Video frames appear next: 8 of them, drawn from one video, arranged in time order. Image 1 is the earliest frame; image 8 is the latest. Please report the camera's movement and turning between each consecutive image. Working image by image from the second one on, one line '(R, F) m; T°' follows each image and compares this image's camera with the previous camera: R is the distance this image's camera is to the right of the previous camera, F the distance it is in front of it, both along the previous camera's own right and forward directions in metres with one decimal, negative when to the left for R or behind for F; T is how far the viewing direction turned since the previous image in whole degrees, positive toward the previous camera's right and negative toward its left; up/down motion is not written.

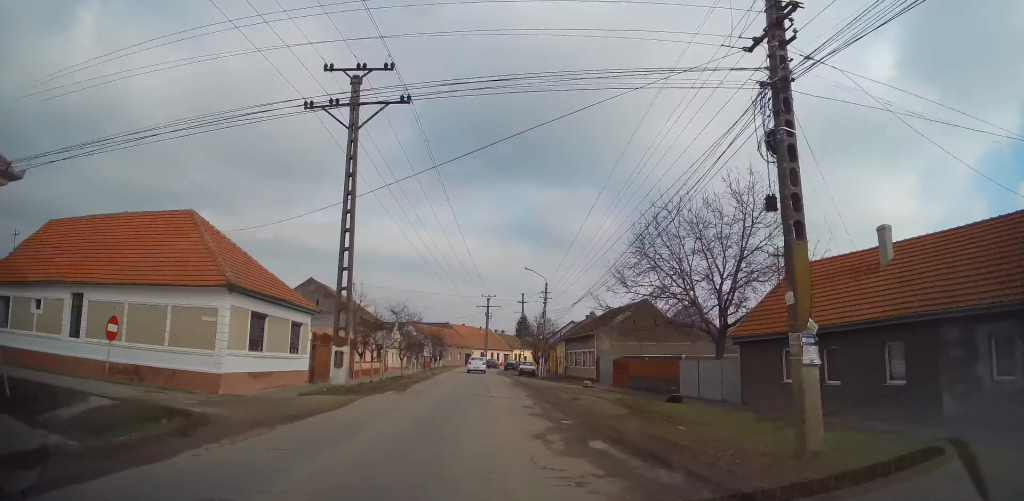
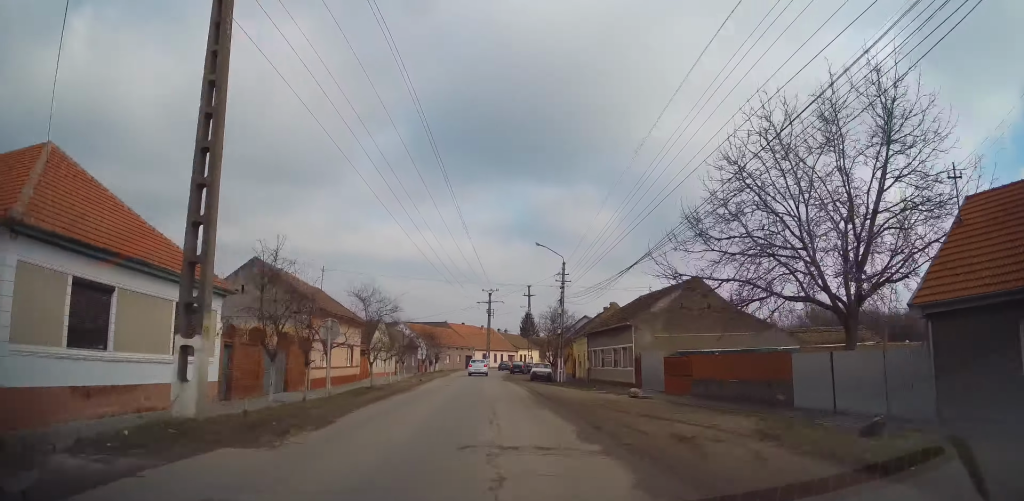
(-0.4, +10.3) m; 0°
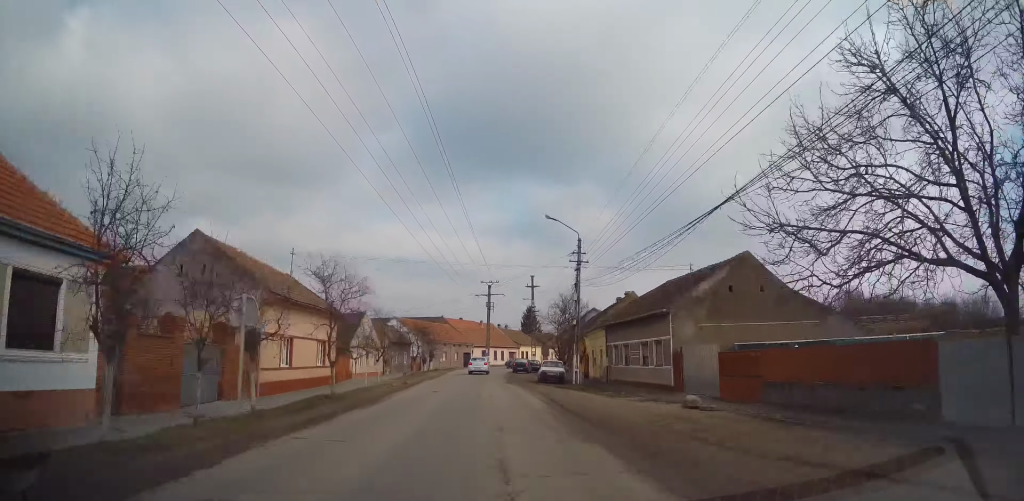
(+0.1, +6.6) m; 0°
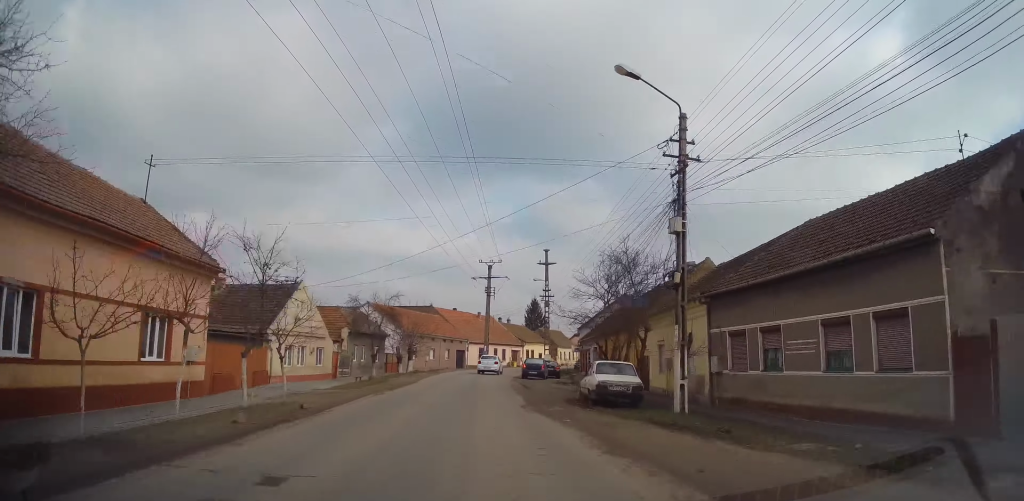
(+0.1, +16.5) m; 0°
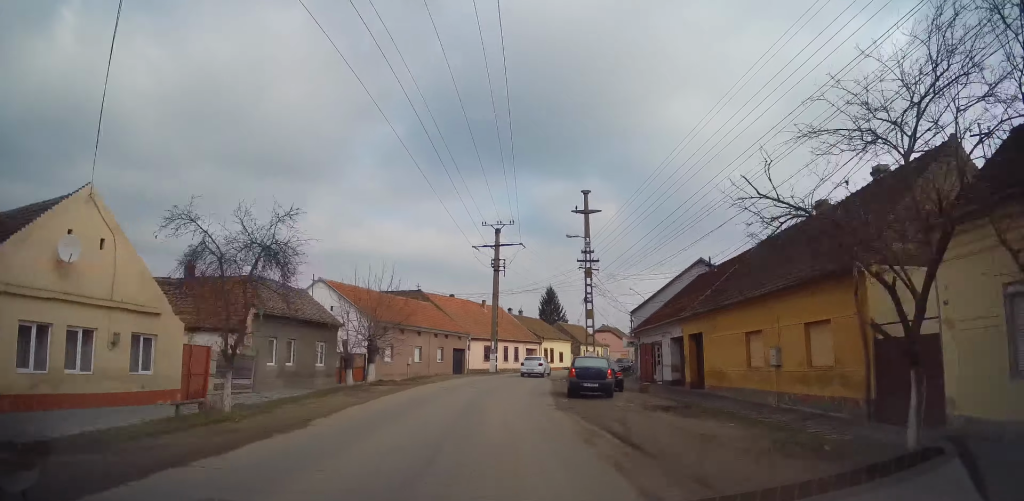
(0.0, +18.5) m; 0°
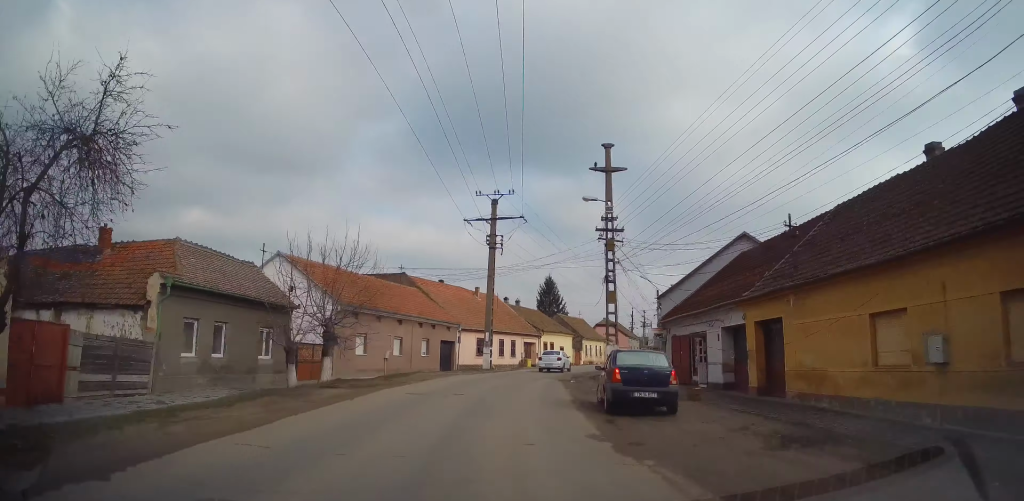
(+0.1, +7.2) m; 0°
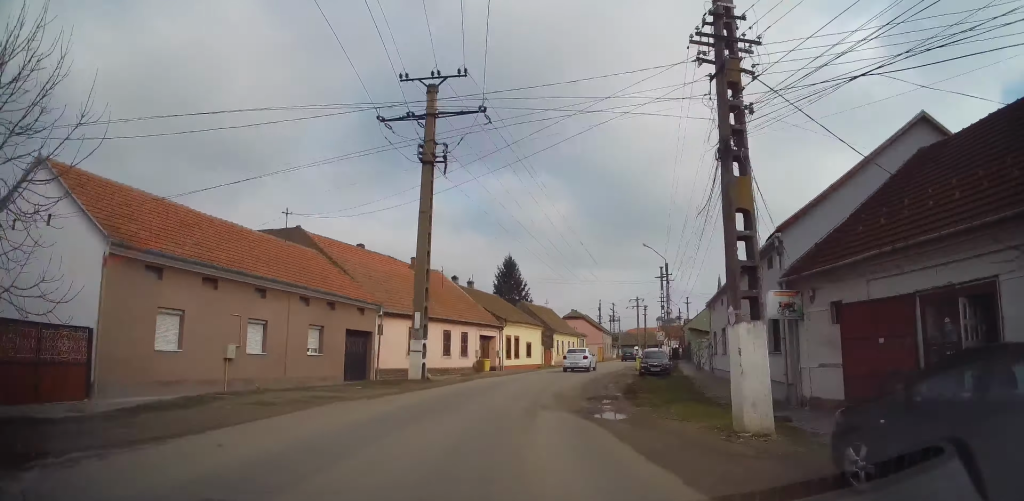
(0.0, +16.8) m; +5°
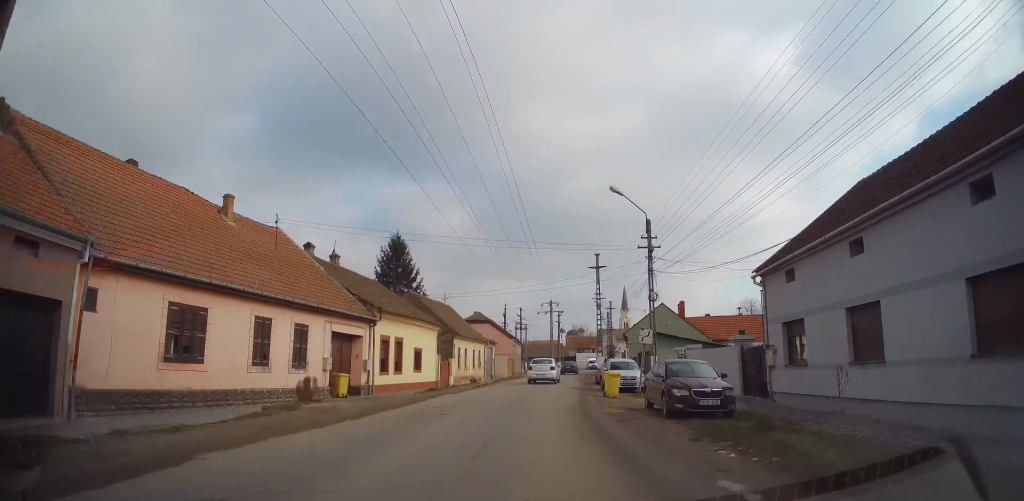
(+1.8, +17.4) m; +11°
